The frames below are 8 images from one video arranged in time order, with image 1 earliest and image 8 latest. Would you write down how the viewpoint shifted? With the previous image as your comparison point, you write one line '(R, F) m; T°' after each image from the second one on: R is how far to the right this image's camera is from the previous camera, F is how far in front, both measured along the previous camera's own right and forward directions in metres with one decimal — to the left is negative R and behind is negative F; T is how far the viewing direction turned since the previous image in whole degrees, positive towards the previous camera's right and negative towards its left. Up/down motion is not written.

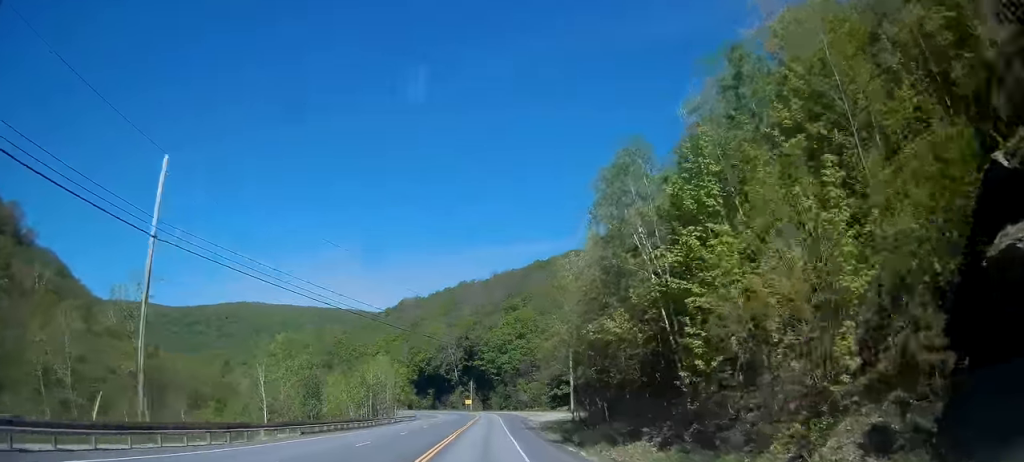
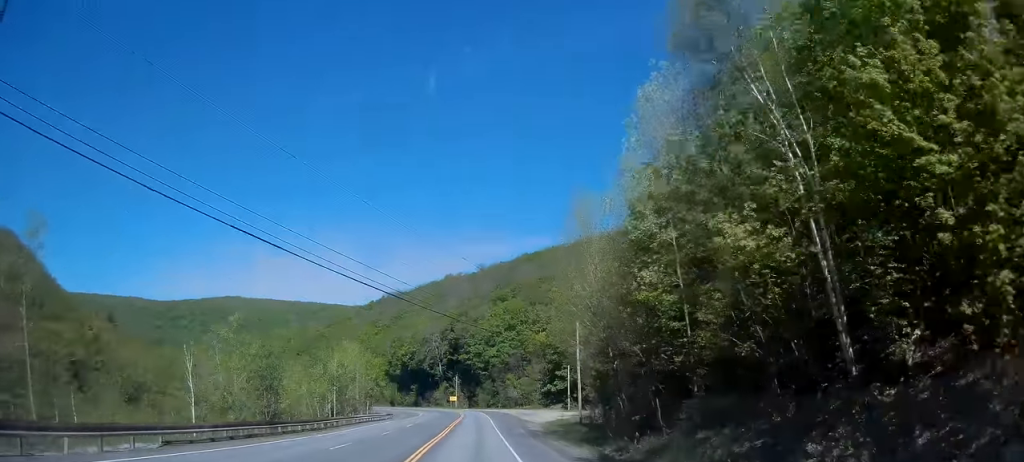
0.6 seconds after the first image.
(+0.4, +14.3) m; +2°
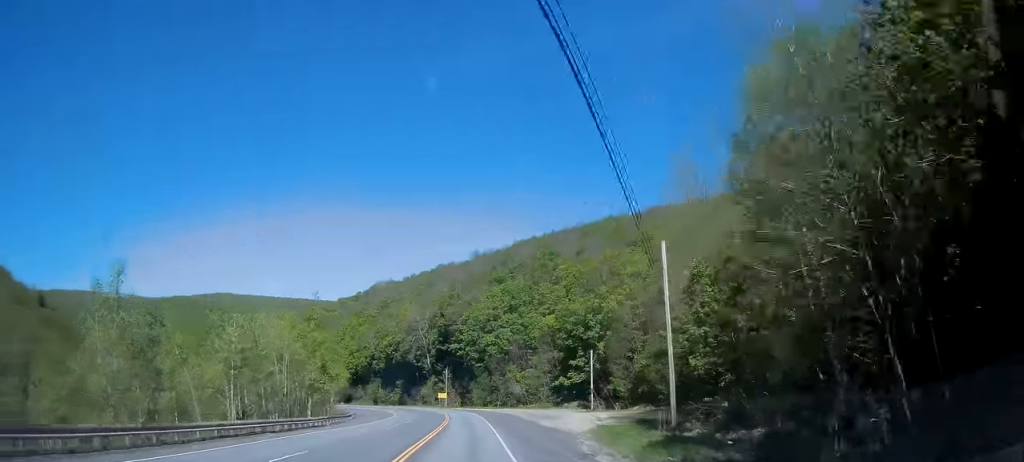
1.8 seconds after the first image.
(+0.2, +29.5) m; 0°
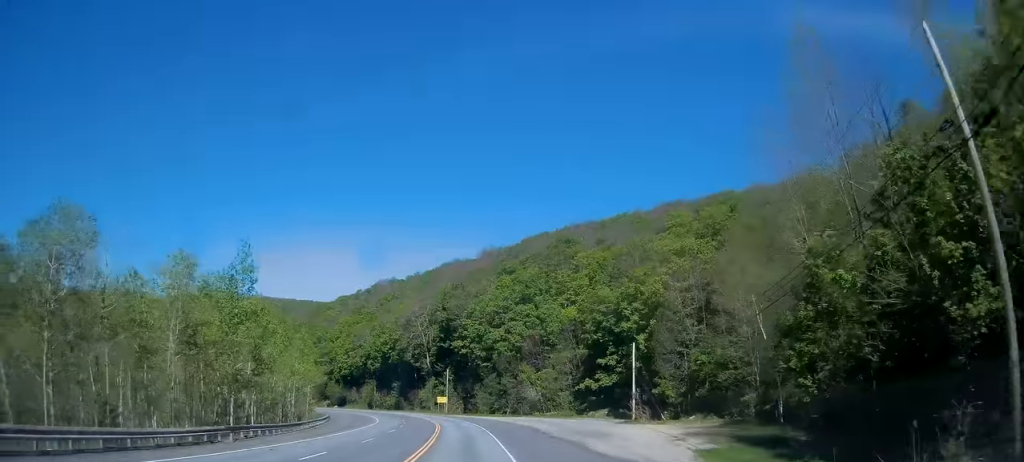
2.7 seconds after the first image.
(0.0, +21.7) m; -1°
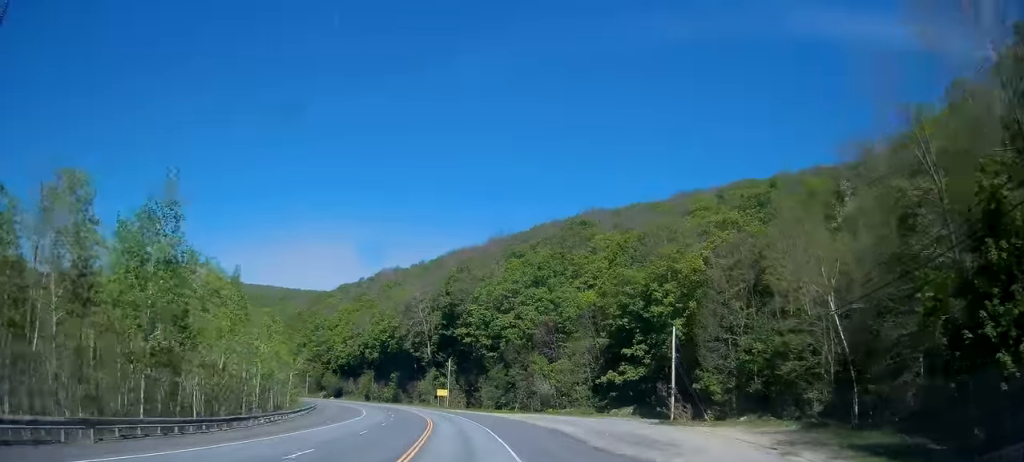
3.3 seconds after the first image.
(-0.3, +12.8) m; 0°
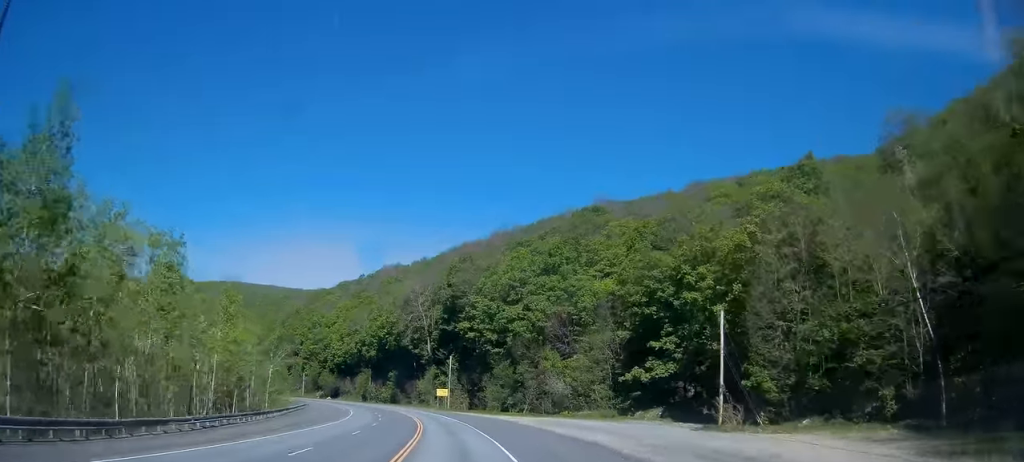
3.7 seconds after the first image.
(0.0, +11.2) m; -1°
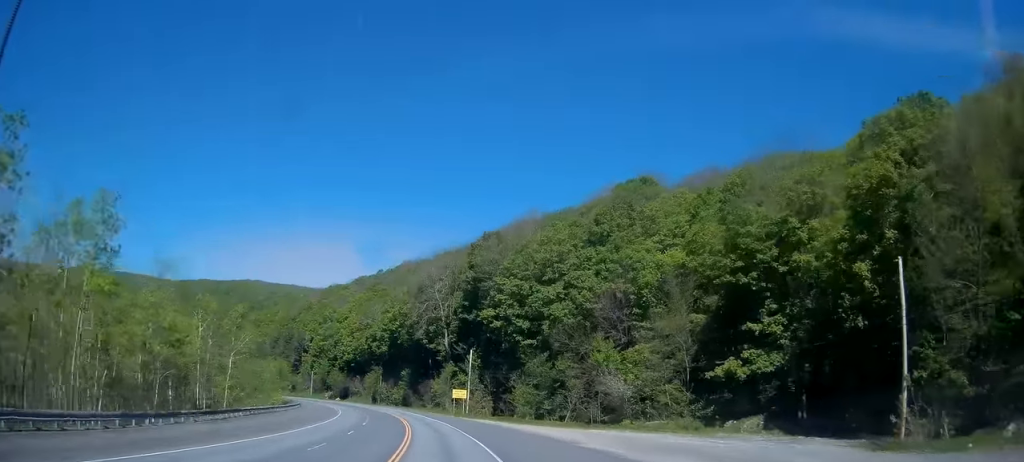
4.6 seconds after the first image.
(+0.1, +21.5) m; -2°
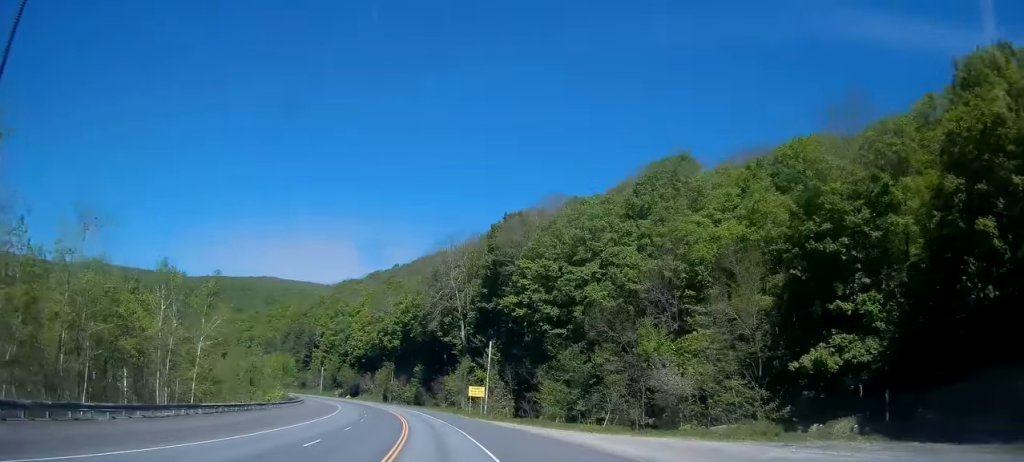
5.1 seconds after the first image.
(-0.4, +11.7) m; -2°
